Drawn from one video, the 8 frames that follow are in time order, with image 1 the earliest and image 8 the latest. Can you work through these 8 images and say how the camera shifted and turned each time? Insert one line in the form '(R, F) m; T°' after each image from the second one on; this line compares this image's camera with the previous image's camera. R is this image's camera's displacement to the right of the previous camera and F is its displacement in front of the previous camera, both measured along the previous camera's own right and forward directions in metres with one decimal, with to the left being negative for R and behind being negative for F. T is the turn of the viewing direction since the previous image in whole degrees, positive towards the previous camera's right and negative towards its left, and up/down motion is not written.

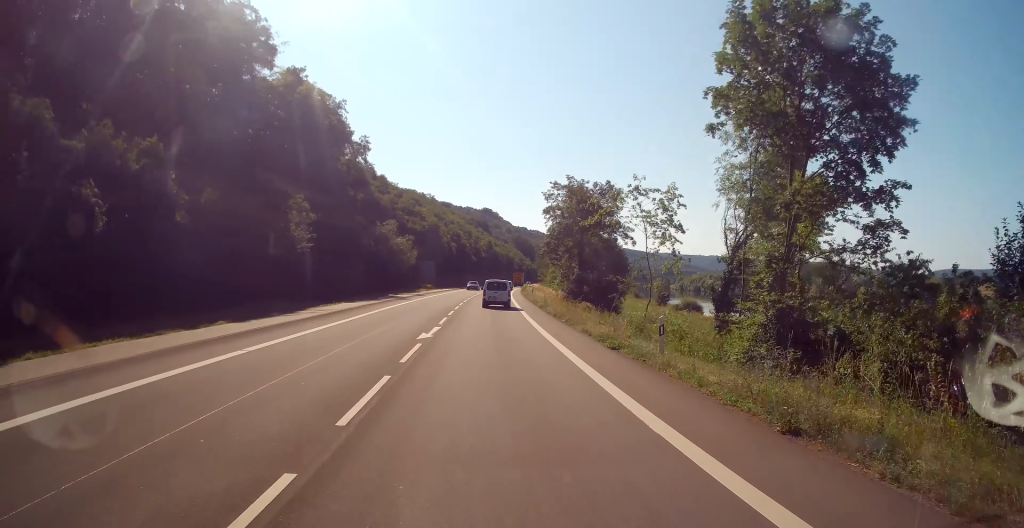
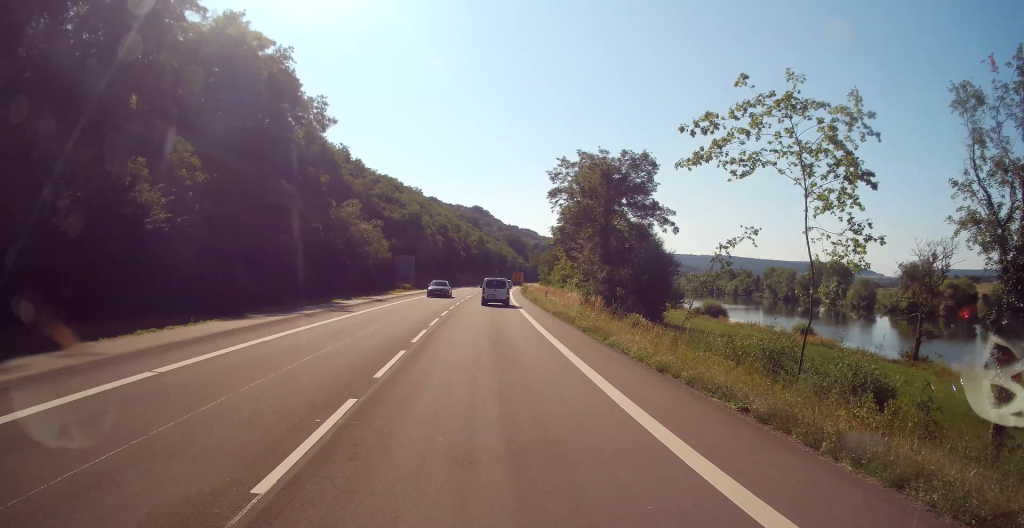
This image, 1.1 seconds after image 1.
(0.0, +21.2) m; +1°
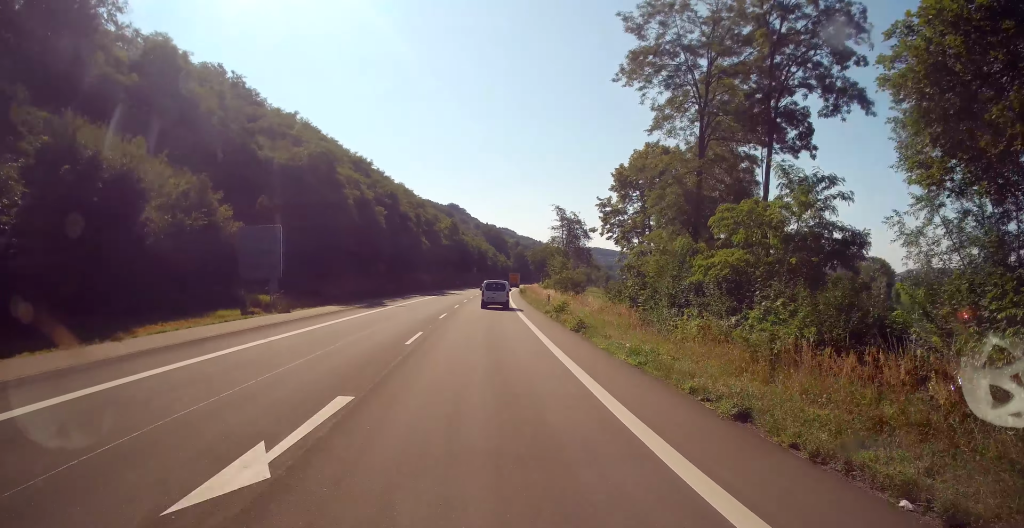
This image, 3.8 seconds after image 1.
(+1.6, +53.5) m; +2°
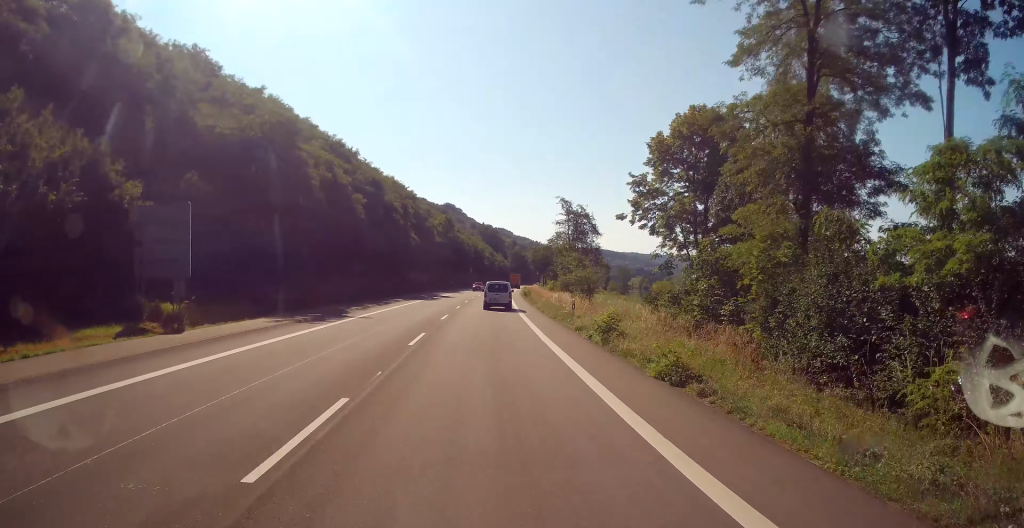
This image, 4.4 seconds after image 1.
(-0.1, +11.7) m; 0°
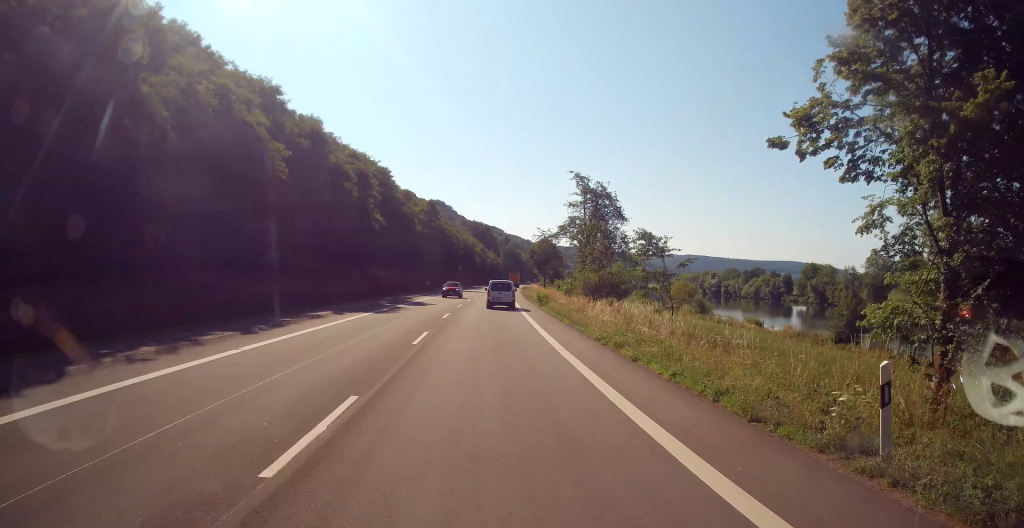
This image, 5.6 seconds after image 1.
(+0.1, +22.8) m; +1°
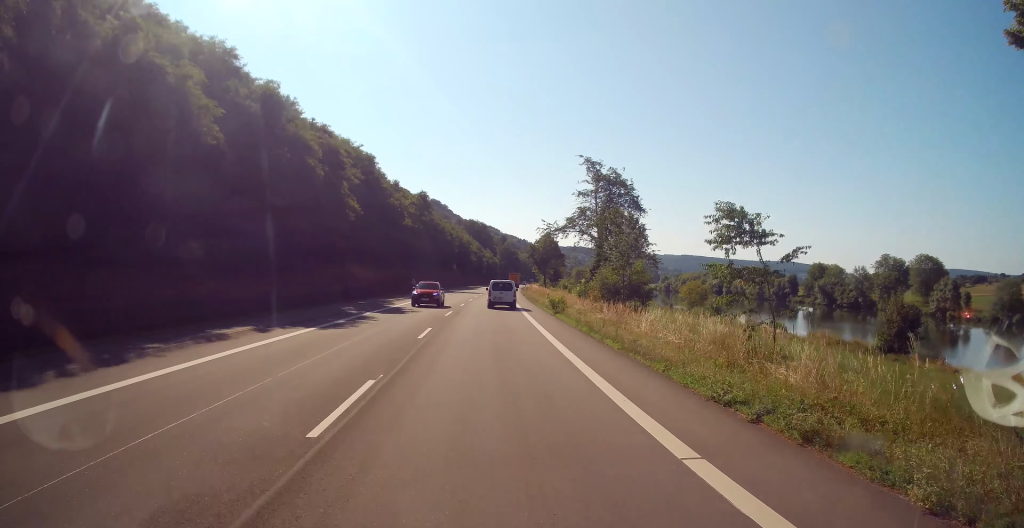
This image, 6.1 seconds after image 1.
(-0.1, +10.4) m; +1°
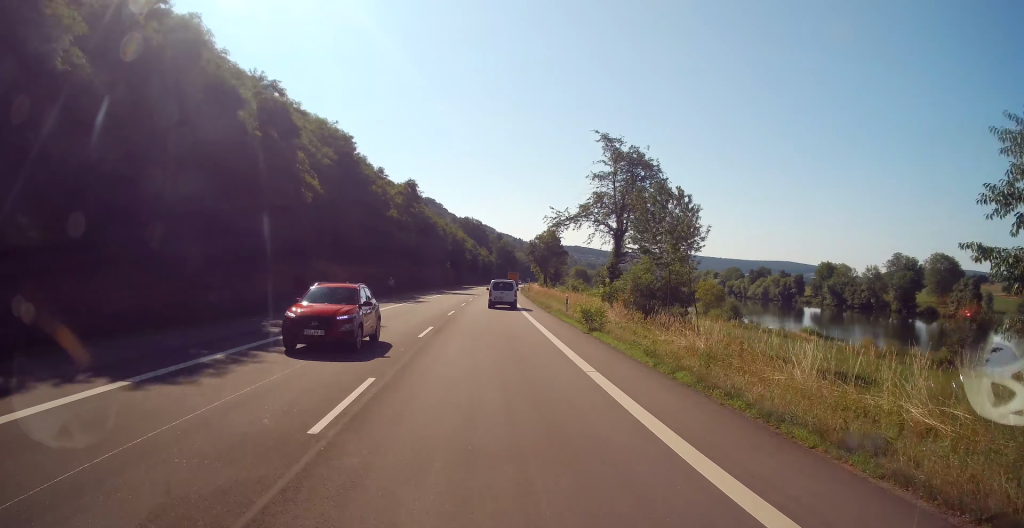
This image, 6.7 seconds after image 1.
(+0.2, +11.8) m; +1°
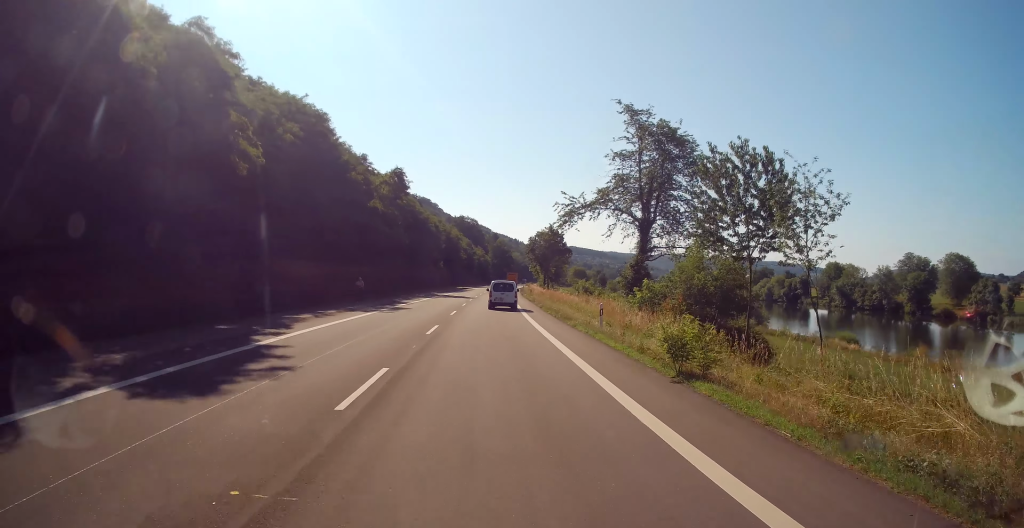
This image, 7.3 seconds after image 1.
(+0.1, +10.5) m; +1°
